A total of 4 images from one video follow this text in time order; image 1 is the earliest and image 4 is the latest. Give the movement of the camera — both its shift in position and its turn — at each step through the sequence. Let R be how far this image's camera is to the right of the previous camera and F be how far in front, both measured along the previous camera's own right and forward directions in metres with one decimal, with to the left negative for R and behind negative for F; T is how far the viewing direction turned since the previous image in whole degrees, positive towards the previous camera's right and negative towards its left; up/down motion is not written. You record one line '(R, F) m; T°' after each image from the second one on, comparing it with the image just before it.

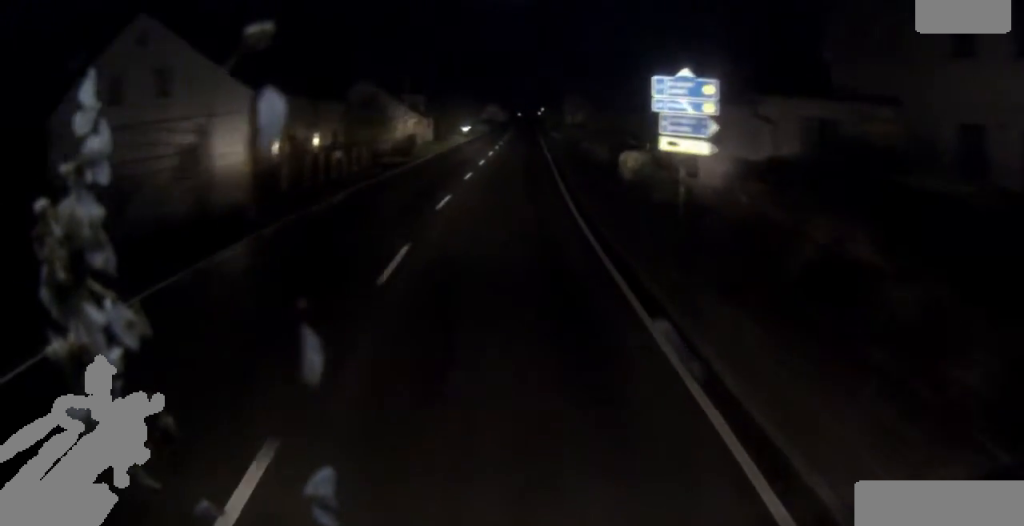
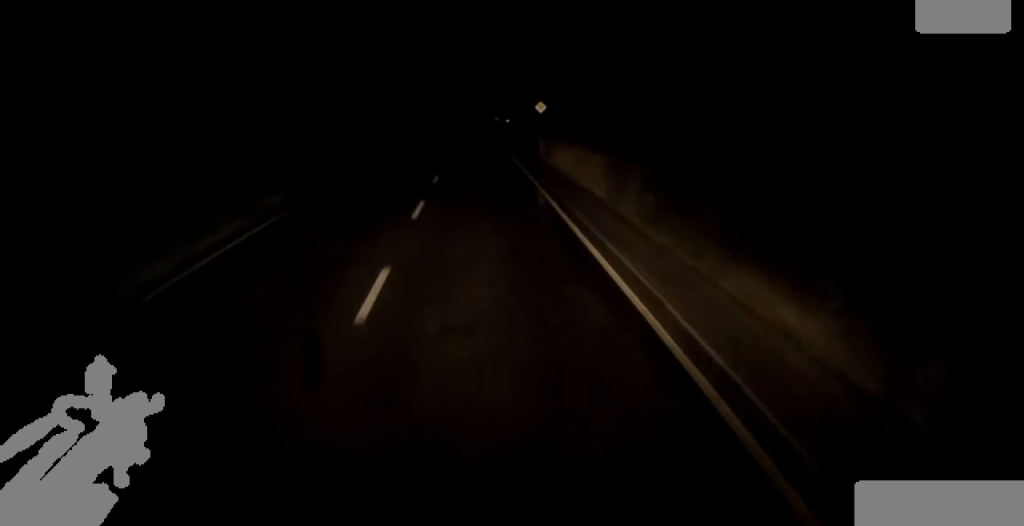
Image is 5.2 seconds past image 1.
(+9.7, +104.8) m; +7°
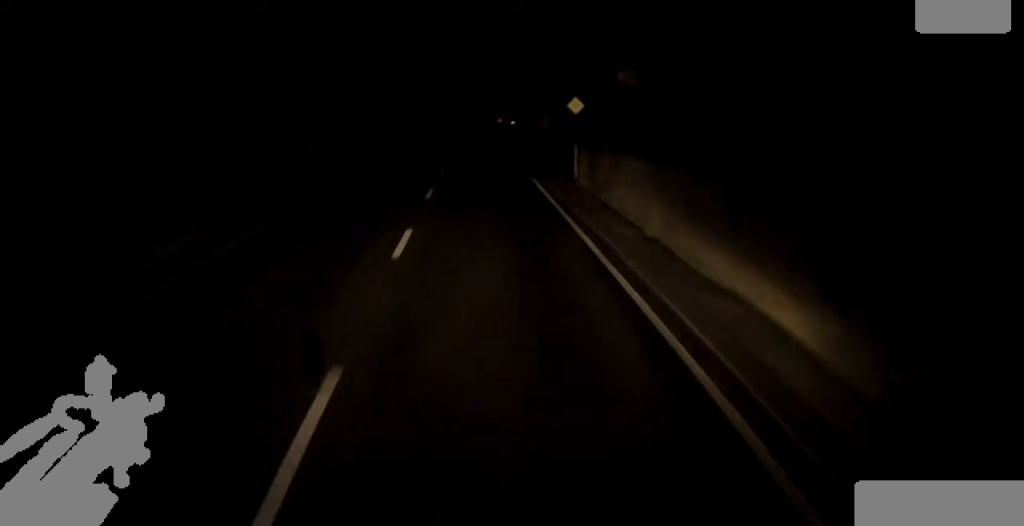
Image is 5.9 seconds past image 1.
(-0.1, +14.1) m; 0°
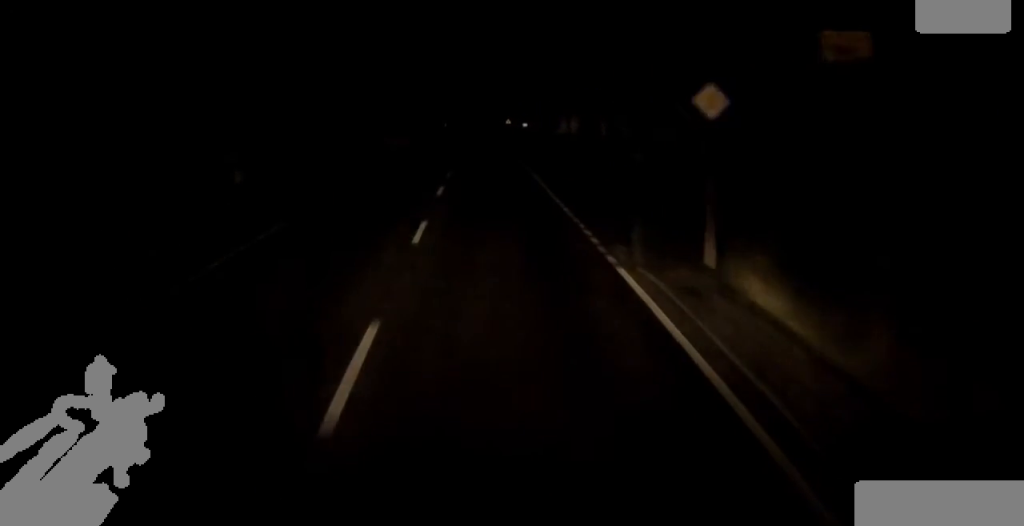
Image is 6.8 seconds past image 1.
(+0.4, +16.1) m; -1°
